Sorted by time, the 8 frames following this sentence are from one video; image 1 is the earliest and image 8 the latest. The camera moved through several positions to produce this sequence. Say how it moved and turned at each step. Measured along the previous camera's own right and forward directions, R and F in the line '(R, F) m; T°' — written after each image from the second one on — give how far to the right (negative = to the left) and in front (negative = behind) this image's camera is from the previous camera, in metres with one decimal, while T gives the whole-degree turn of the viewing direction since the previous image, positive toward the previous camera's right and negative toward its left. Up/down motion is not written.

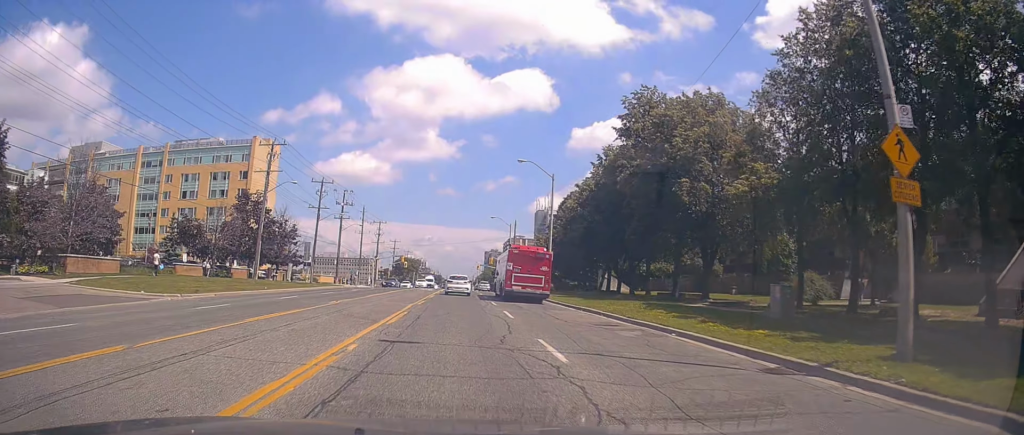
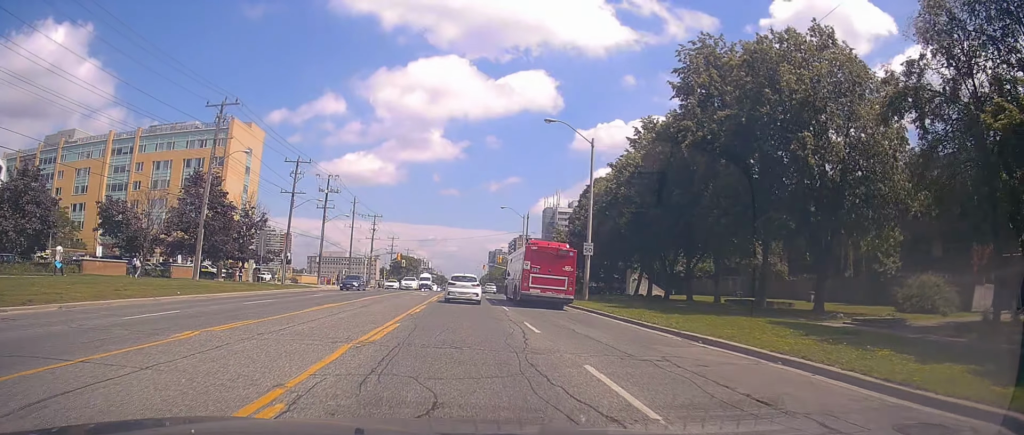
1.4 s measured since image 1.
(-0.3, +17.1) m; -1°
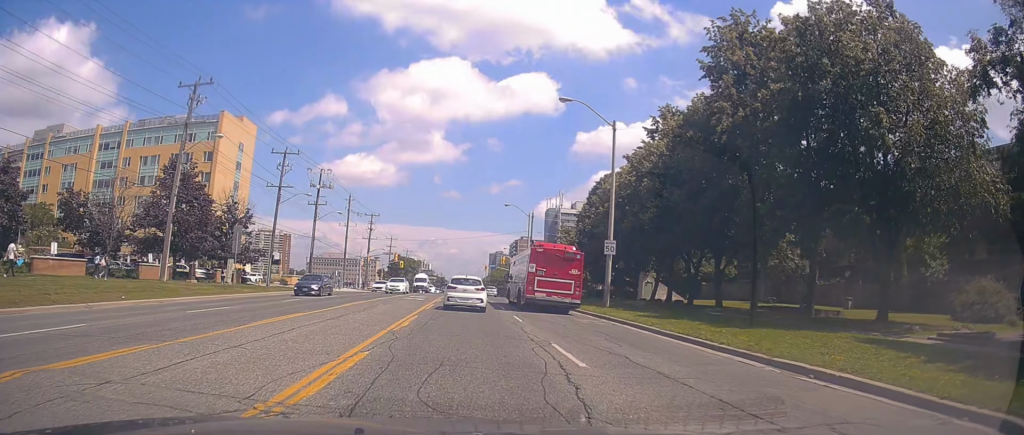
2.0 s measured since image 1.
(0.0, +6.9) m; -1°
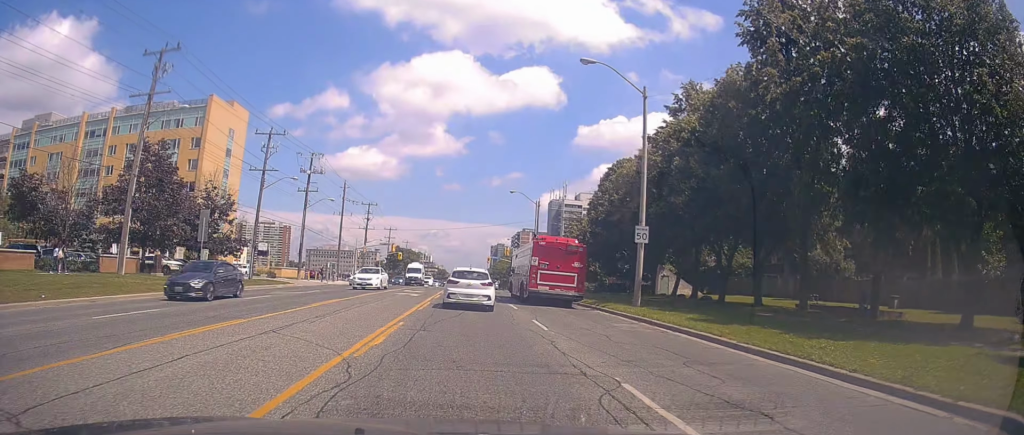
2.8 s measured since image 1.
(-0.2, +7.2) m; -1°
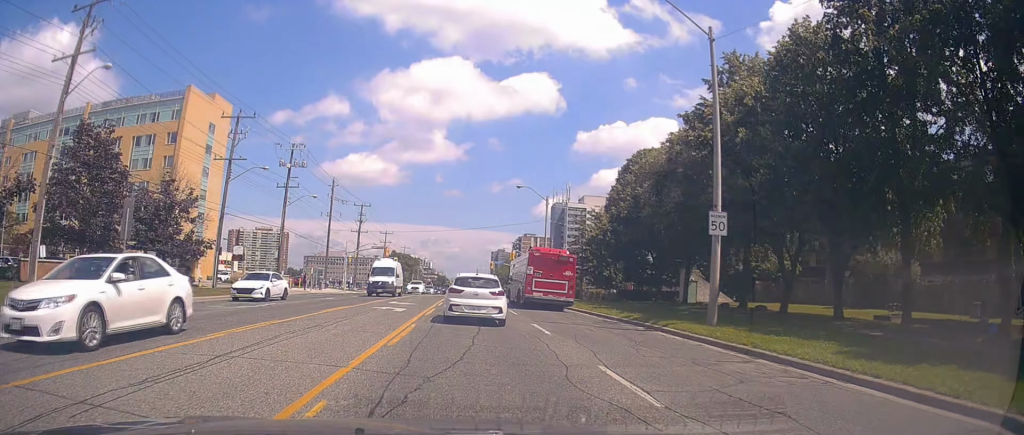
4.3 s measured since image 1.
(+0.1, +10.7) m; +2°
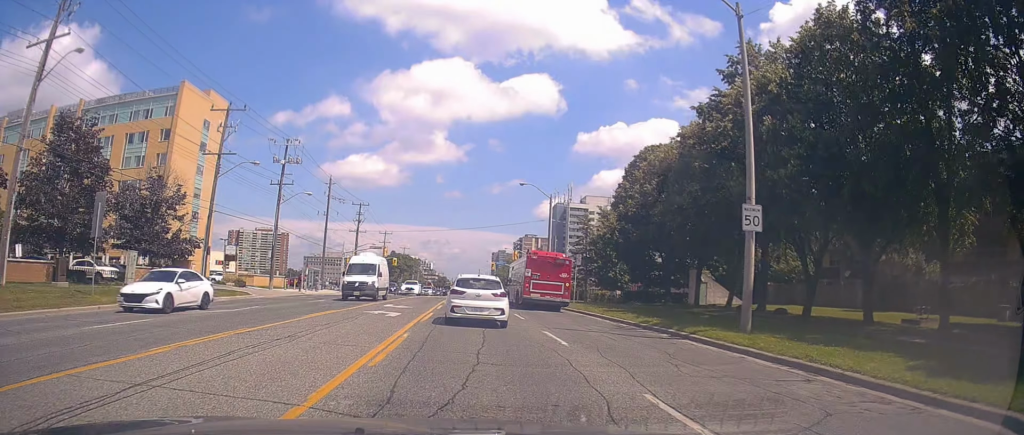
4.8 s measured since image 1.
(0.0, +3.1) m; +1°
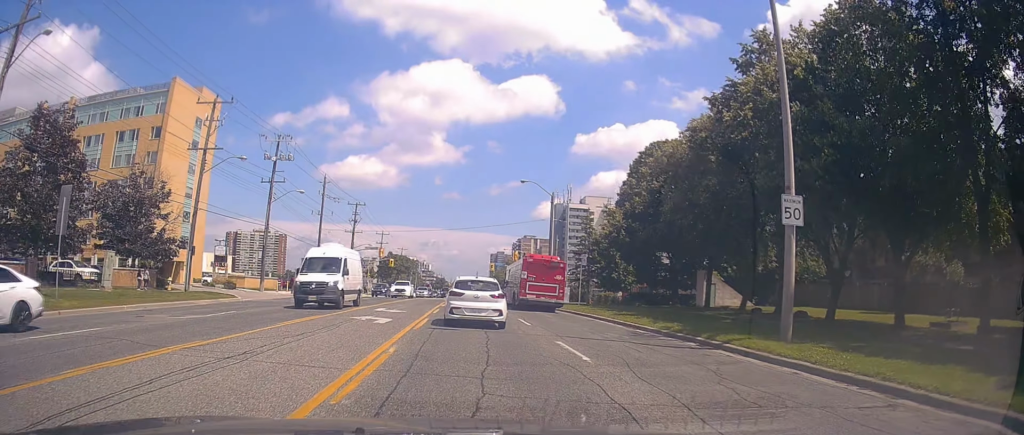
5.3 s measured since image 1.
(+0.1, +2.5) m; +2°
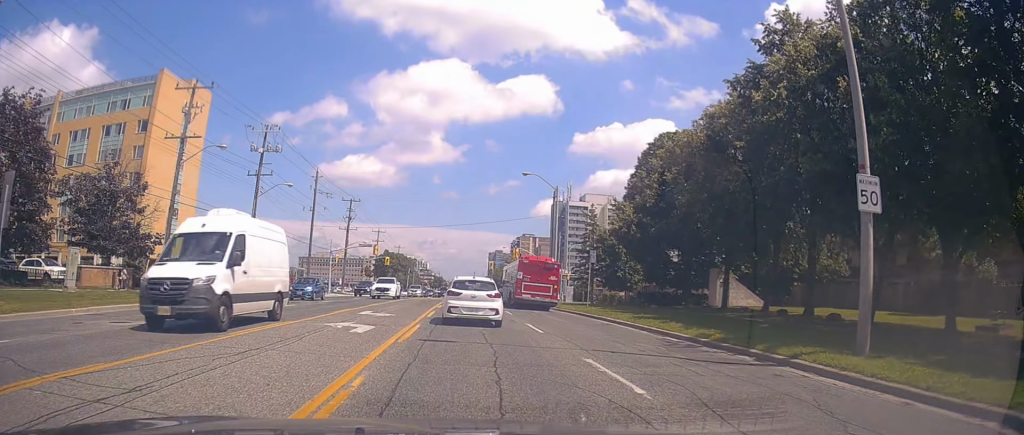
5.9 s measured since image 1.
(+0.1, +3.1) m; +1°
